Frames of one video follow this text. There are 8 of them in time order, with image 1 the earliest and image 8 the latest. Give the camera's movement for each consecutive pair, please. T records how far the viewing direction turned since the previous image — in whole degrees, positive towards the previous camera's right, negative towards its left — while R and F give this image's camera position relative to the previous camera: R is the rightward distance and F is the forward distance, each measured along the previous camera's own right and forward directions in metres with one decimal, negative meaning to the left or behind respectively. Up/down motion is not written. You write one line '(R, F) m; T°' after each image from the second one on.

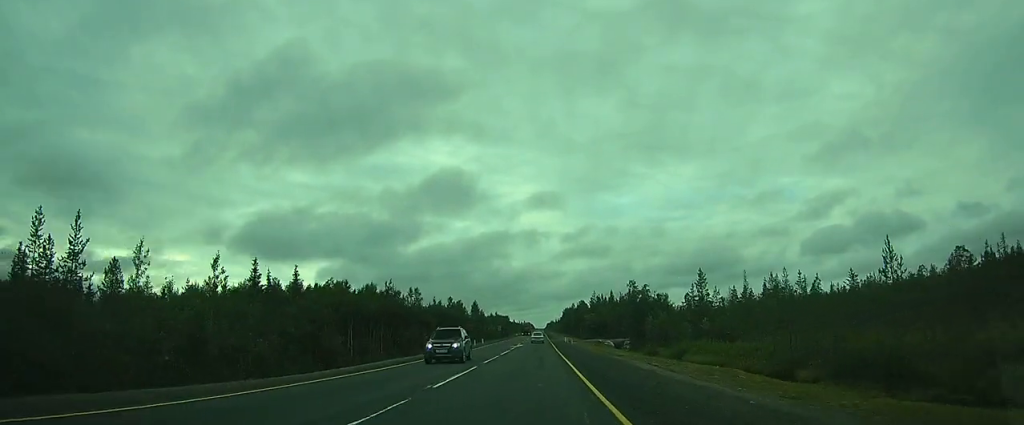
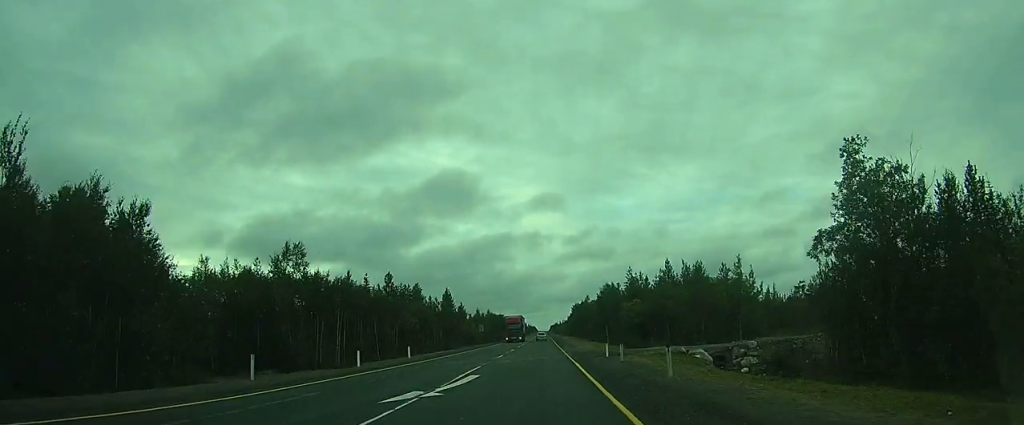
(0.0, +47.2) m; 0°
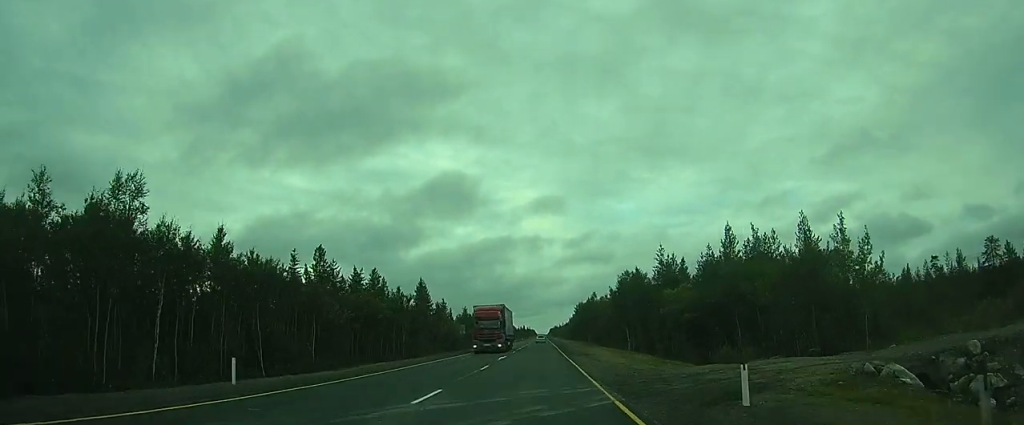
(0.0, +21.2) m; 0°
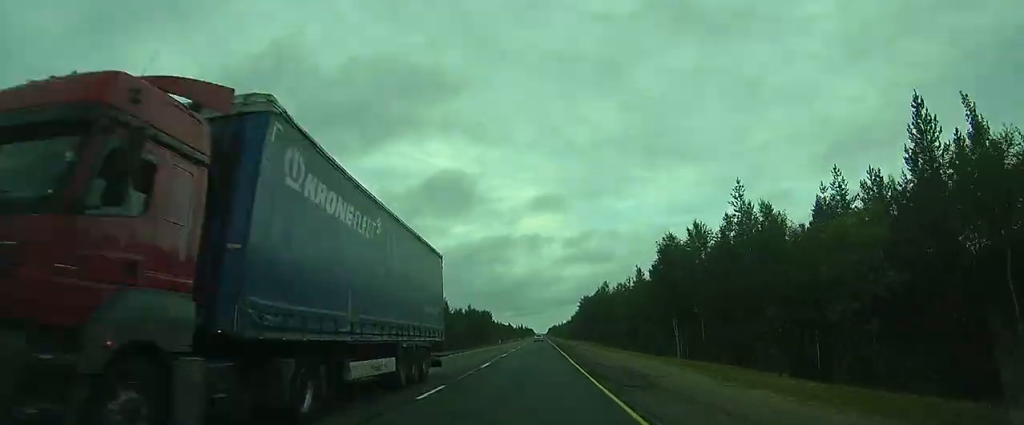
(0.0, +23.7) m; 0°
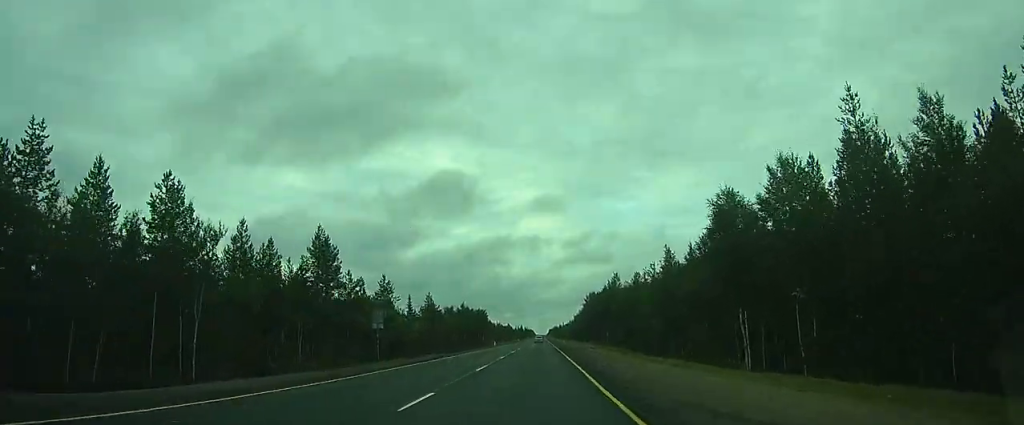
(0.0, +13.9) m; 0°
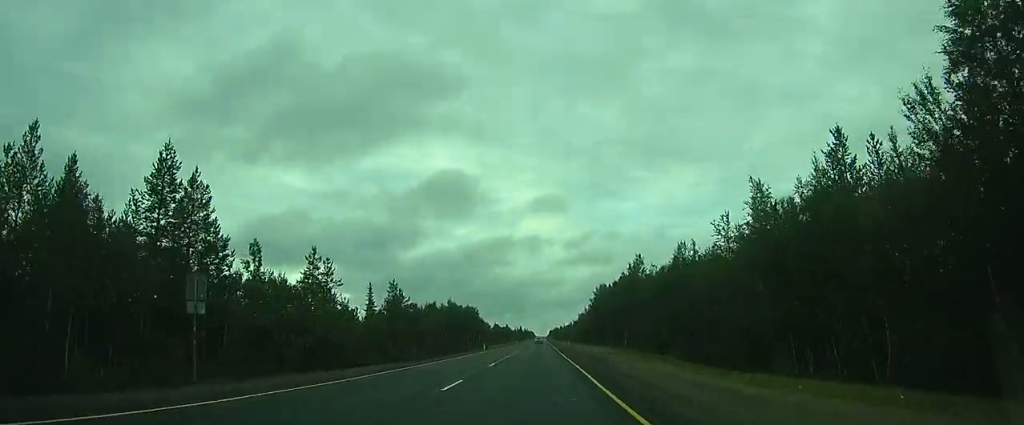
(0.0, +20.1) m; 0°
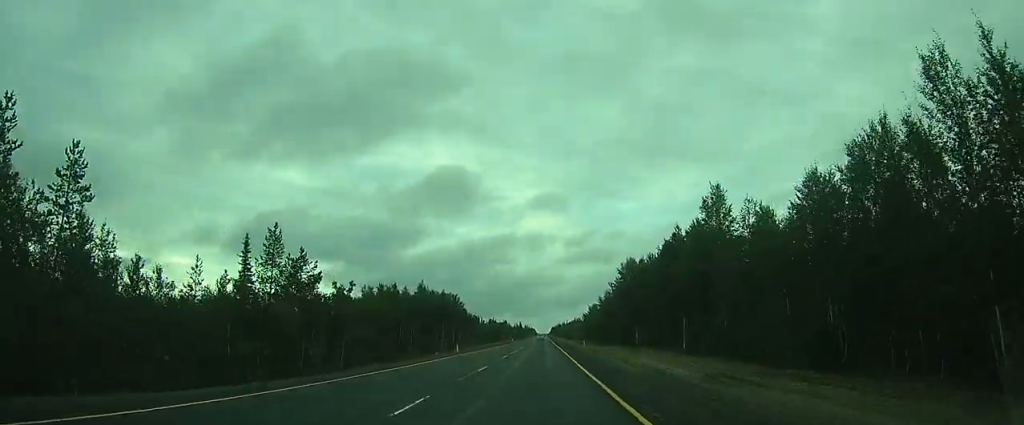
(-0.1, +29.4) m; 0°
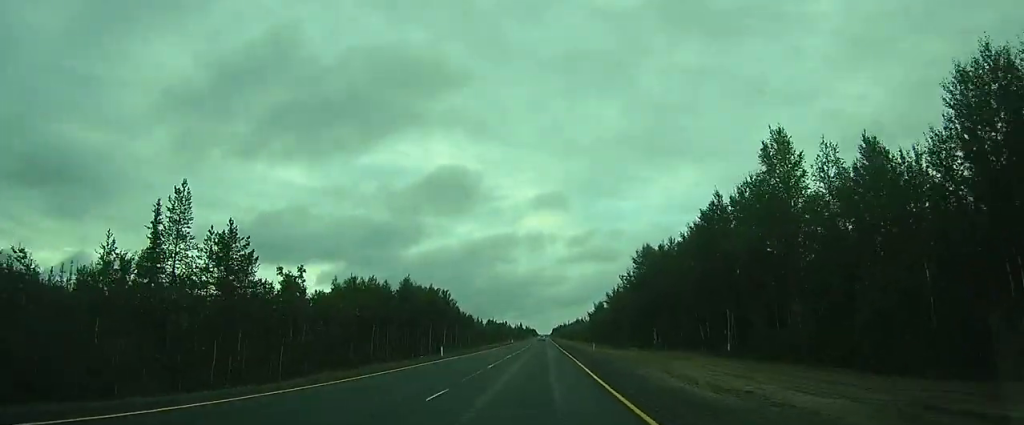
(+0.1, +10.1) m; 0°
